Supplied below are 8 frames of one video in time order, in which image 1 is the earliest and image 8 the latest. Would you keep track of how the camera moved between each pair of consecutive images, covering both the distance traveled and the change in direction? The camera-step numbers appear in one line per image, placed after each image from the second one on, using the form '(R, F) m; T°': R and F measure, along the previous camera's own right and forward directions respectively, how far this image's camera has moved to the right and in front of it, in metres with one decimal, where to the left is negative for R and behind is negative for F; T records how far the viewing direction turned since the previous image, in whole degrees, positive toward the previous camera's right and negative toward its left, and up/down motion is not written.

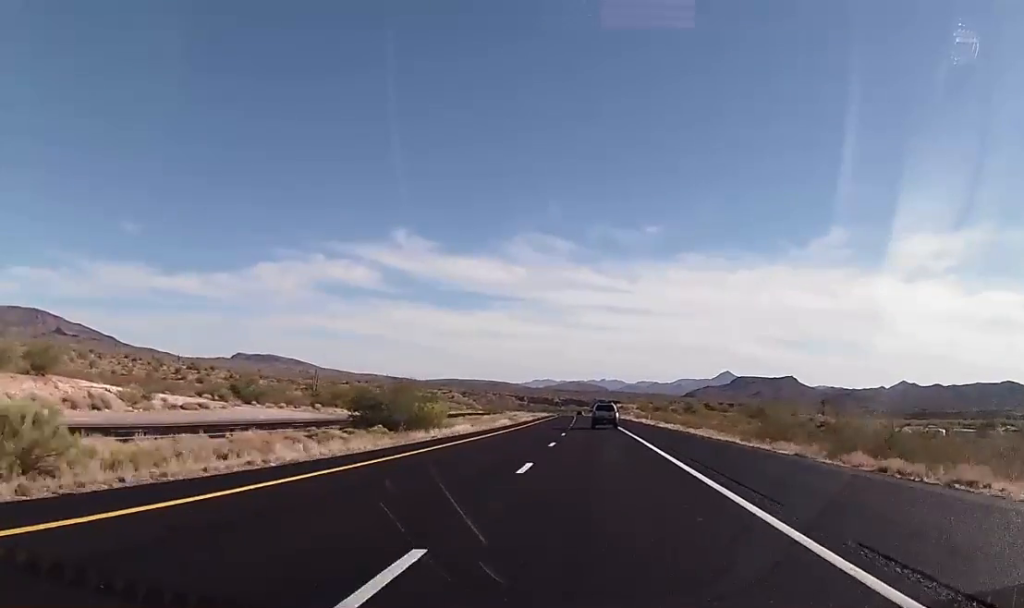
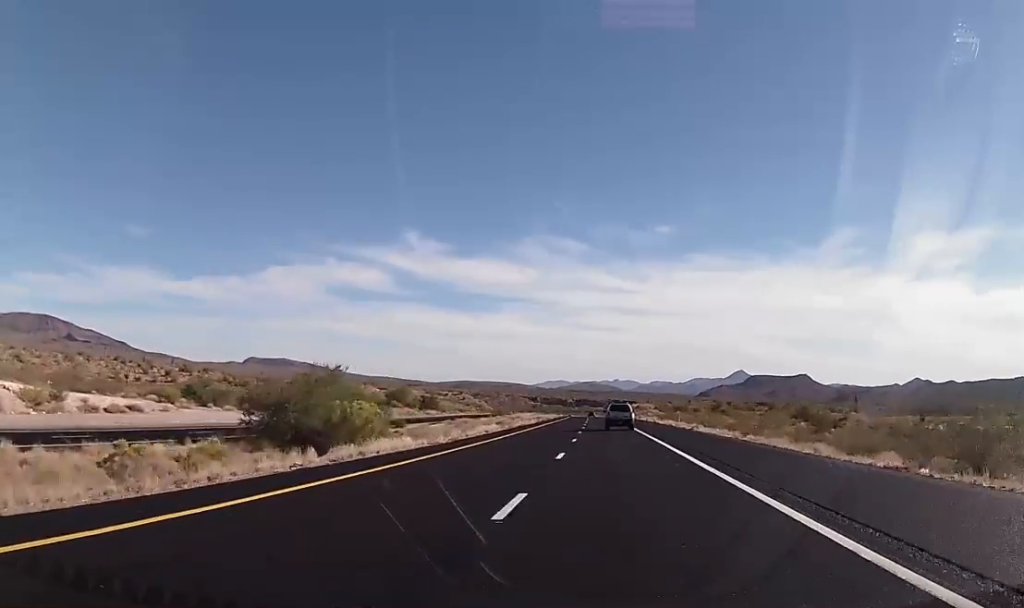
(+0.1, +18.9) m; 0°
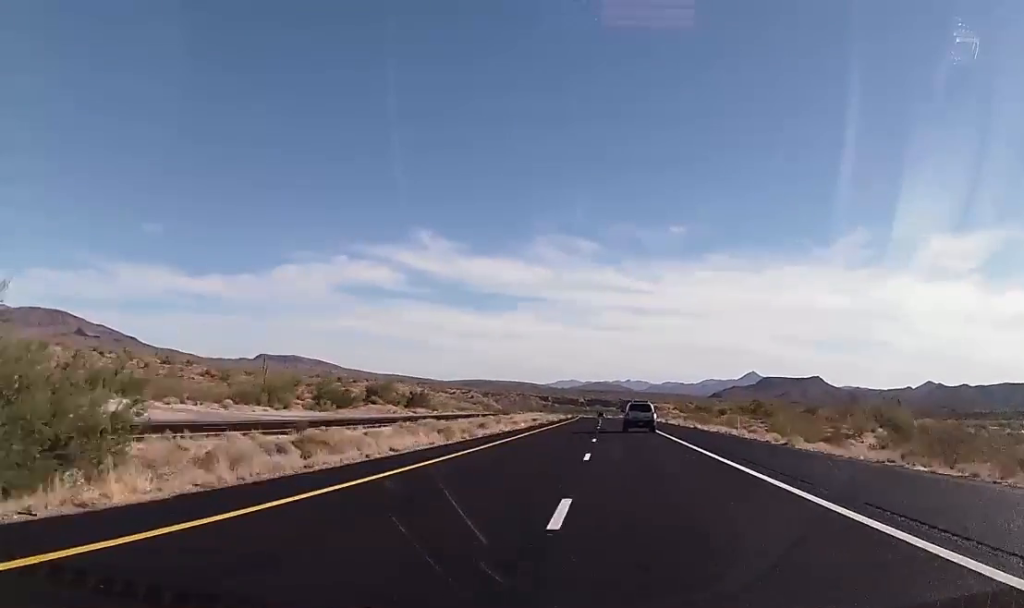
(0.0, +25.2) m; 0°
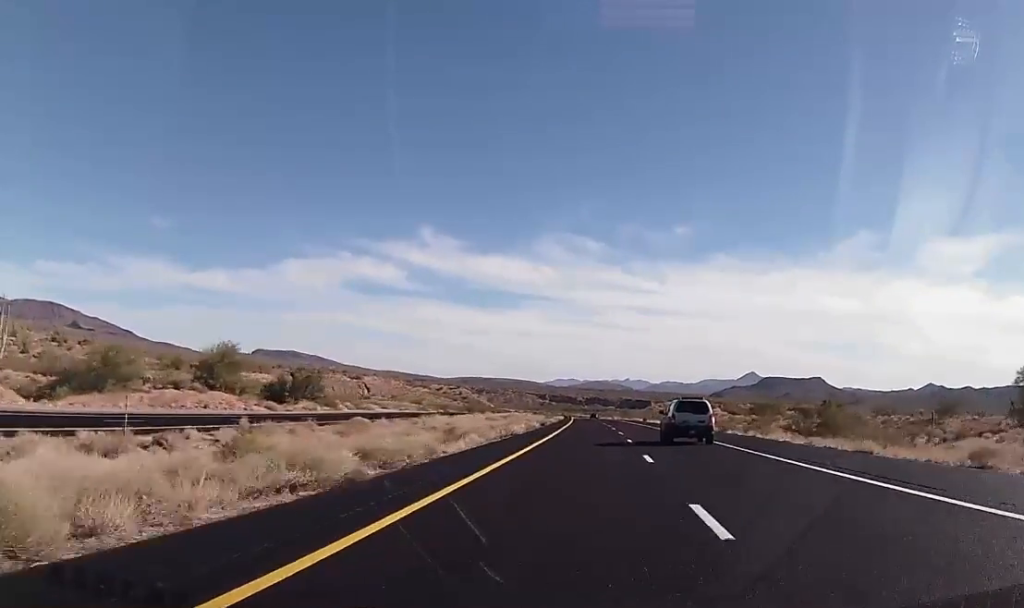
(-0.7, +73.1) m; -2°
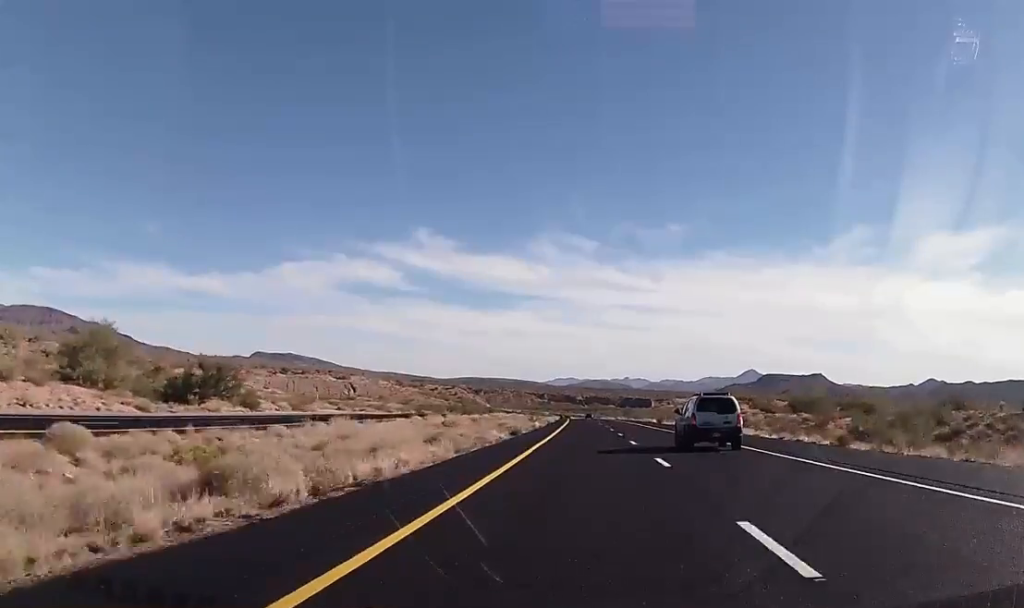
(-0.4, +26.5) m; 0°
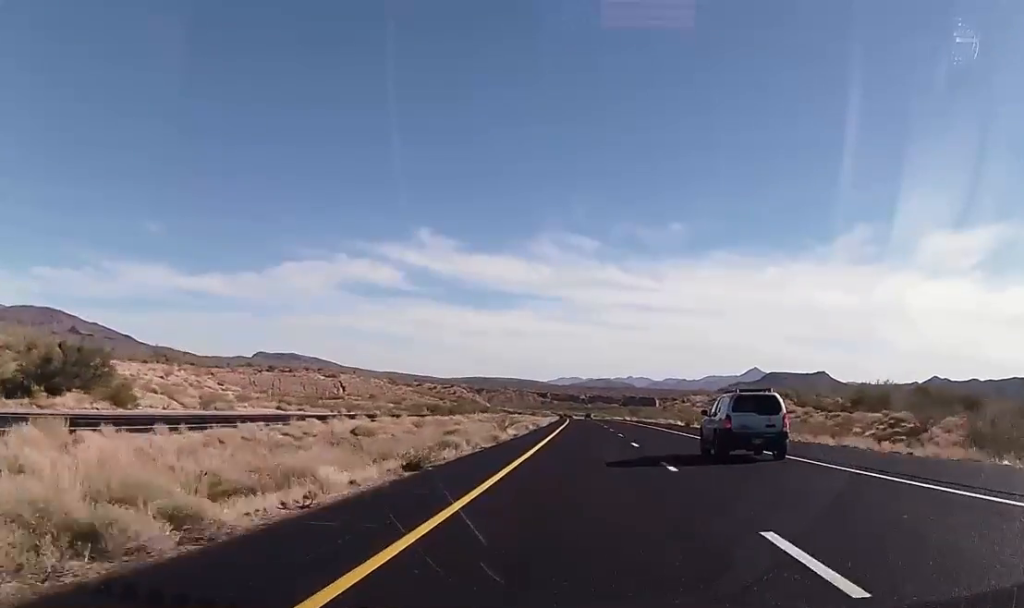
(+0.2, +25.3) m; 0°
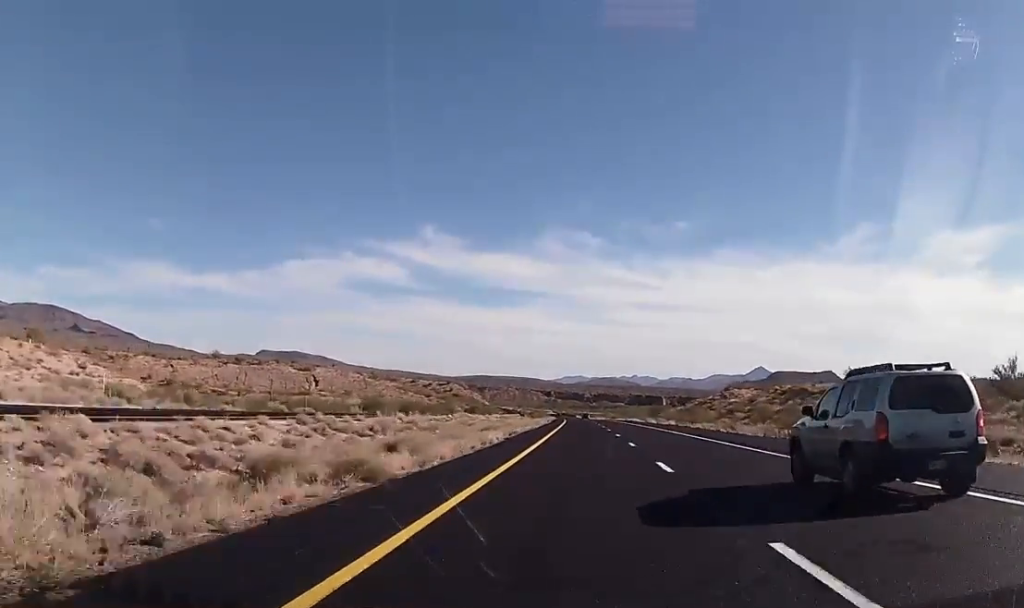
(-0.2, +49.2) m; 0°
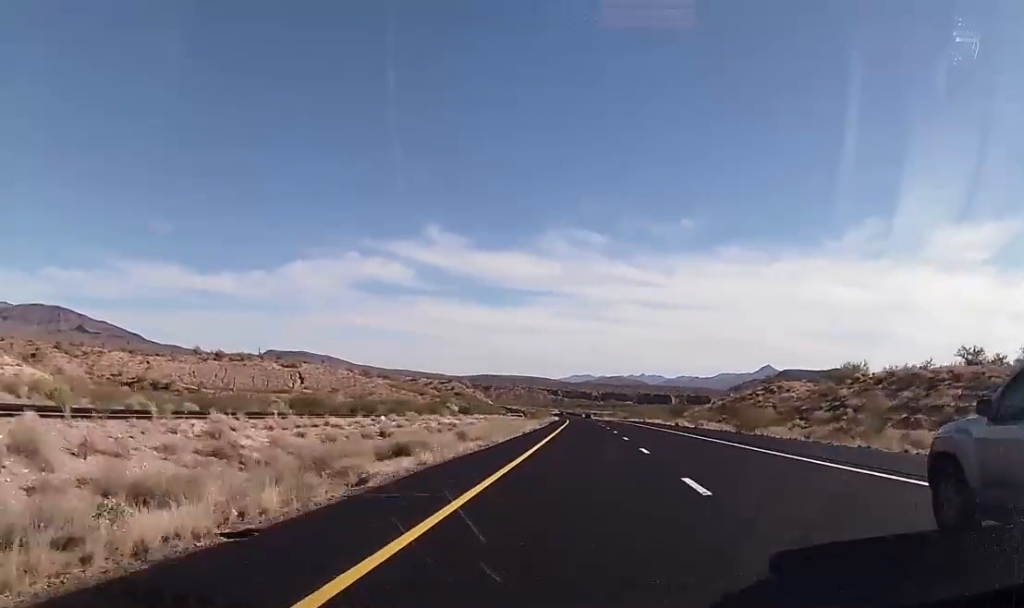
(0.0, +29.0) m; 0°
